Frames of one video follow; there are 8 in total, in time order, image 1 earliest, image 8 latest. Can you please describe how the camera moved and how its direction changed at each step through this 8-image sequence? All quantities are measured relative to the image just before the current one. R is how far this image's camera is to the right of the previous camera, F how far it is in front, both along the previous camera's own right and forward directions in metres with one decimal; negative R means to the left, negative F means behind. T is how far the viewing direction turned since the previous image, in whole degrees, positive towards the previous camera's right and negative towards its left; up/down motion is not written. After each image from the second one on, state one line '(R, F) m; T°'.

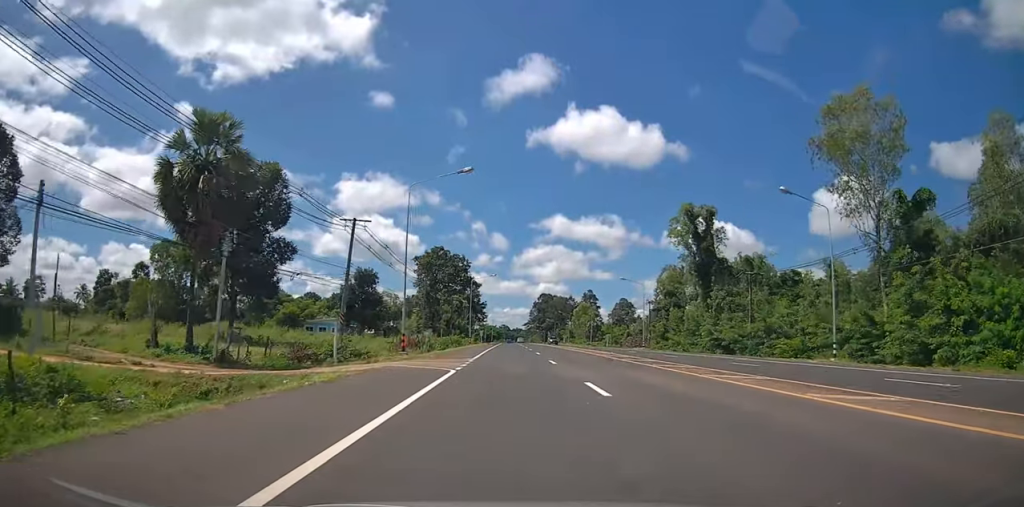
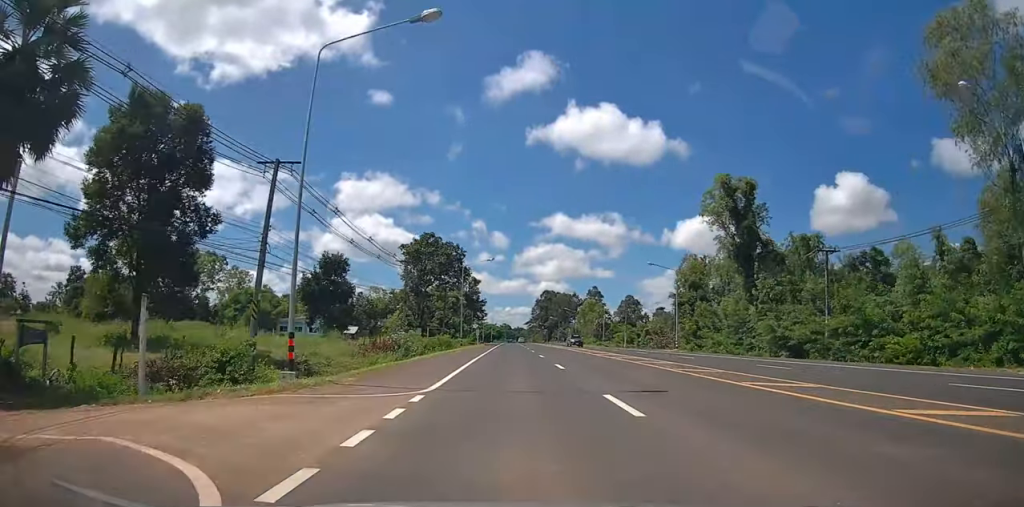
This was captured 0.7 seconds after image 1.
(-0.1, +14.7) m; 0°
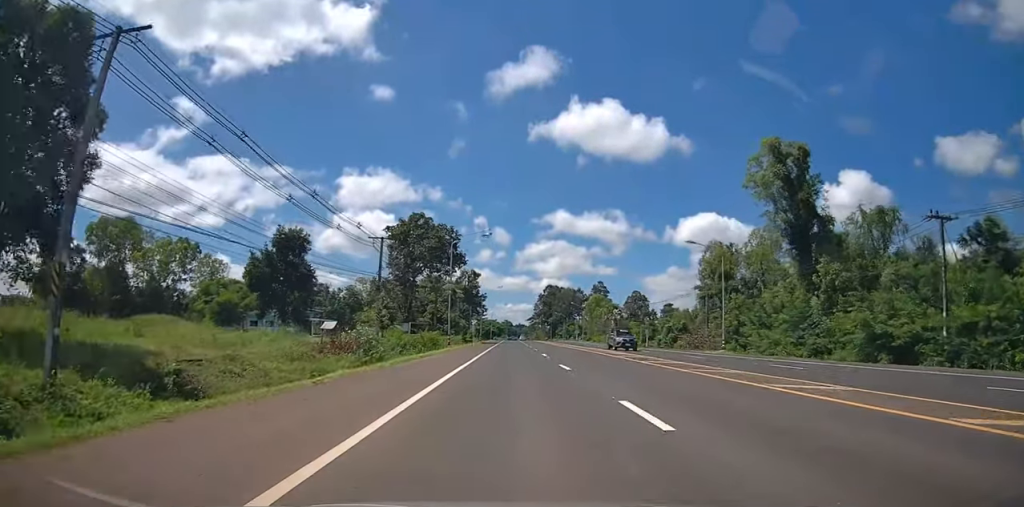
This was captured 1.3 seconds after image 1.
(-0.2, +13.3) m; +1°
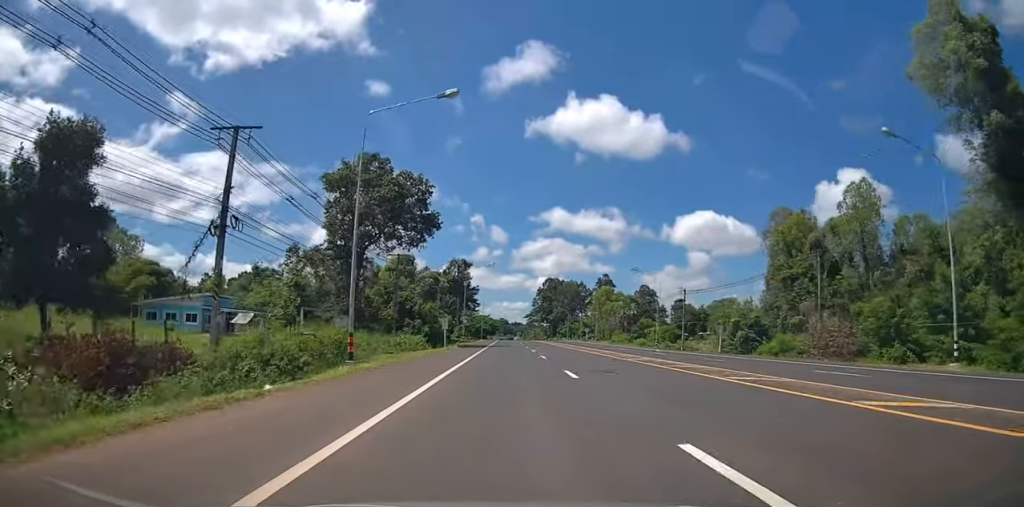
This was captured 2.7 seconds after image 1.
(+0.5, +27.8) m; 0°
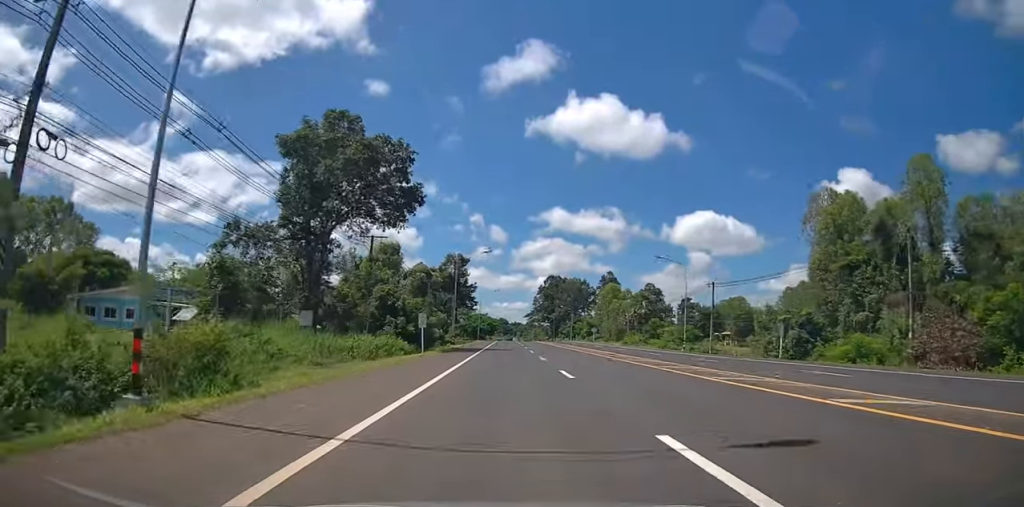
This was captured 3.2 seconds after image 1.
(-0.3, +11.3) m; 0°
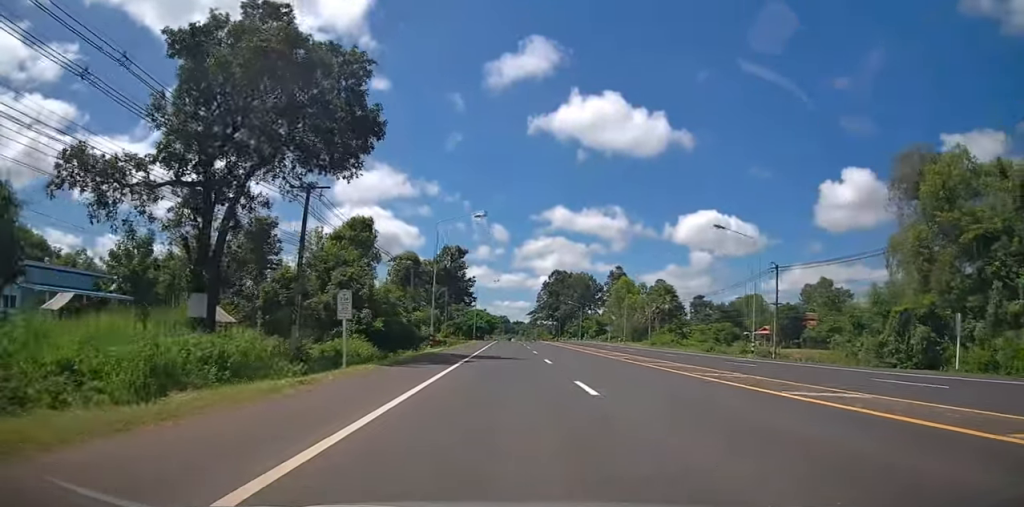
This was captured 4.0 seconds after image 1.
(+0.2, +16.5) m; +1°
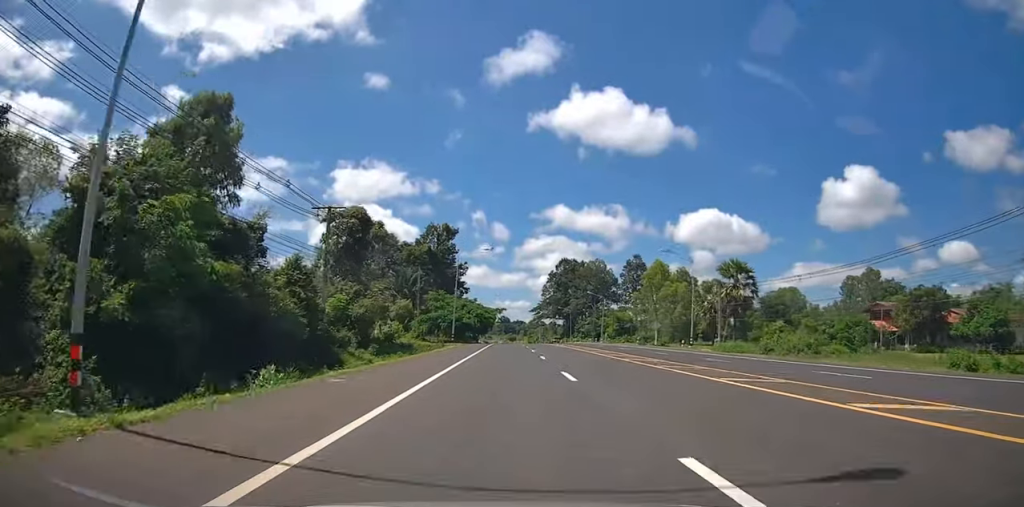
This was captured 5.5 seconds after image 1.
(+0.1, +33.1) m; -1°
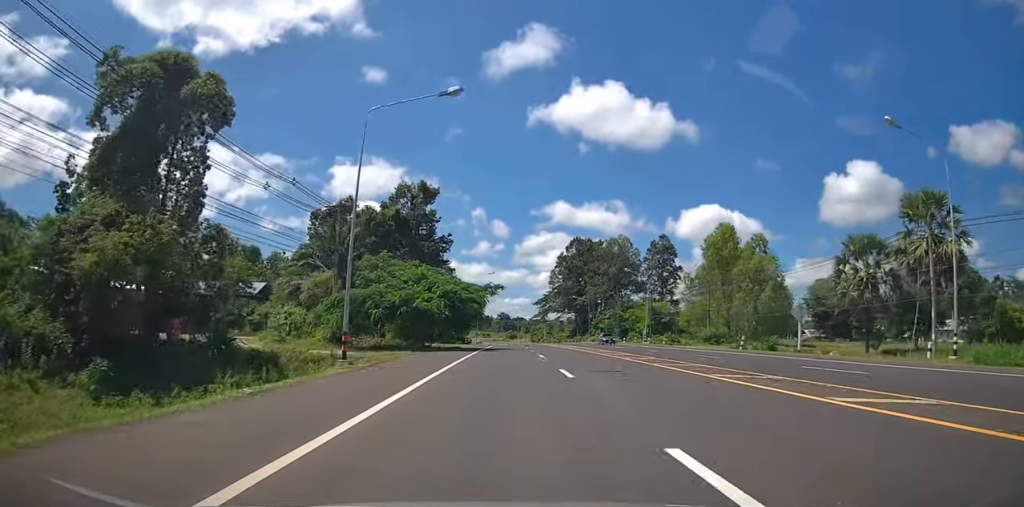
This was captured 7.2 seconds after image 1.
(-0.1, +35.9) m; 0°
